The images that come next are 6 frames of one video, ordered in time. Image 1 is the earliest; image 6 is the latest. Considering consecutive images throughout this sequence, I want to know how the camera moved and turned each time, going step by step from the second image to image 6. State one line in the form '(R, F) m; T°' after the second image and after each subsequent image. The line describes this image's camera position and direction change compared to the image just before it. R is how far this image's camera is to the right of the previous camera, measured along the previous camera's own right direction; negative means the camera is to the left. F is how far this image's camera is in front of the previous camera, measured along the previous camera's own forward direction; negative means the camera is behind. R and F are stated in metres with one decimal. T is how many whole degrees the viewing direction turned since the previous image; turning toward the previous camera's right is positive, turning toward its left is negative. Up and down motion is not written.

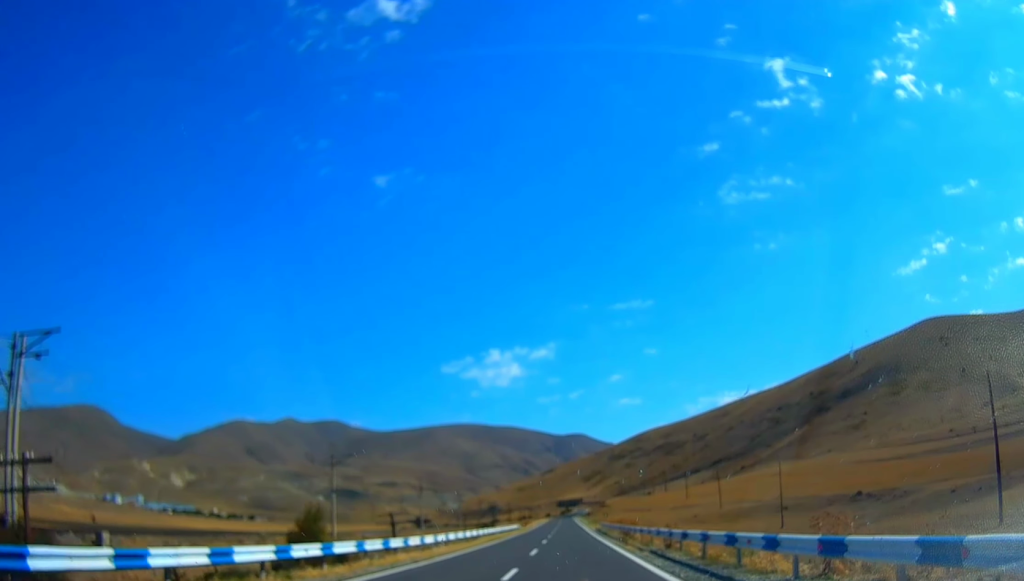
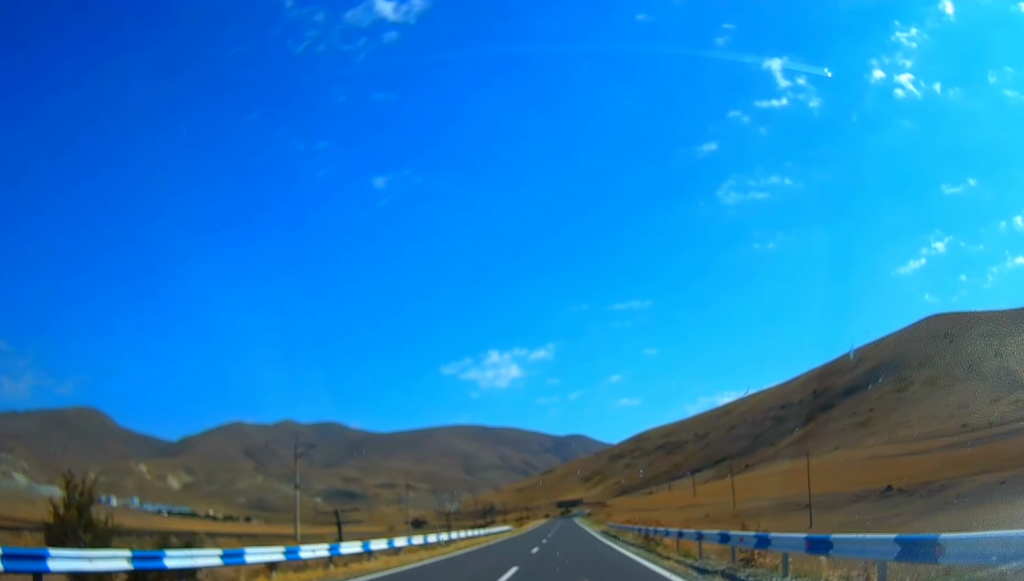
(+0.1, +12.0) m; 0°
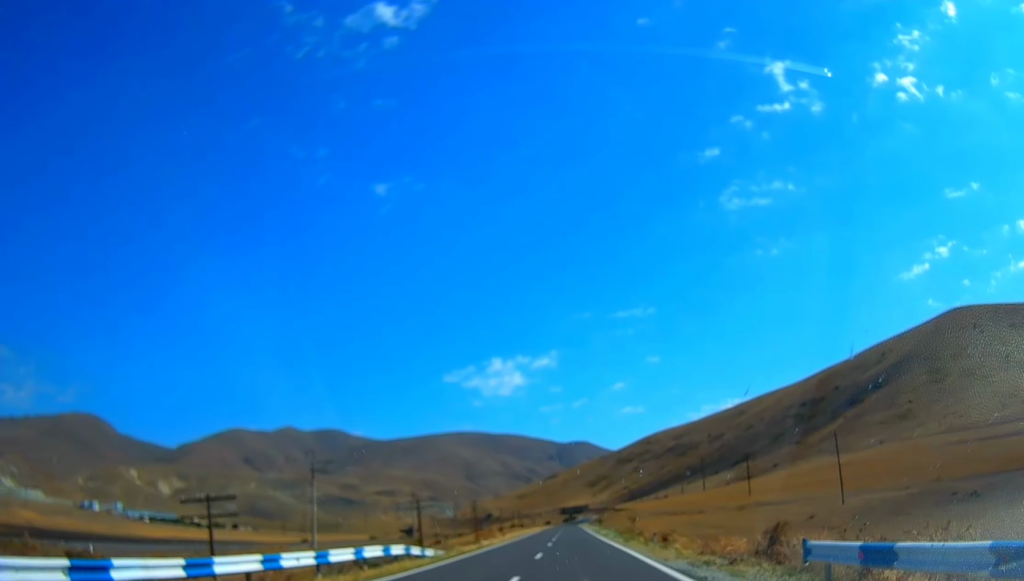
(+0.7, +49.7) m; 0°
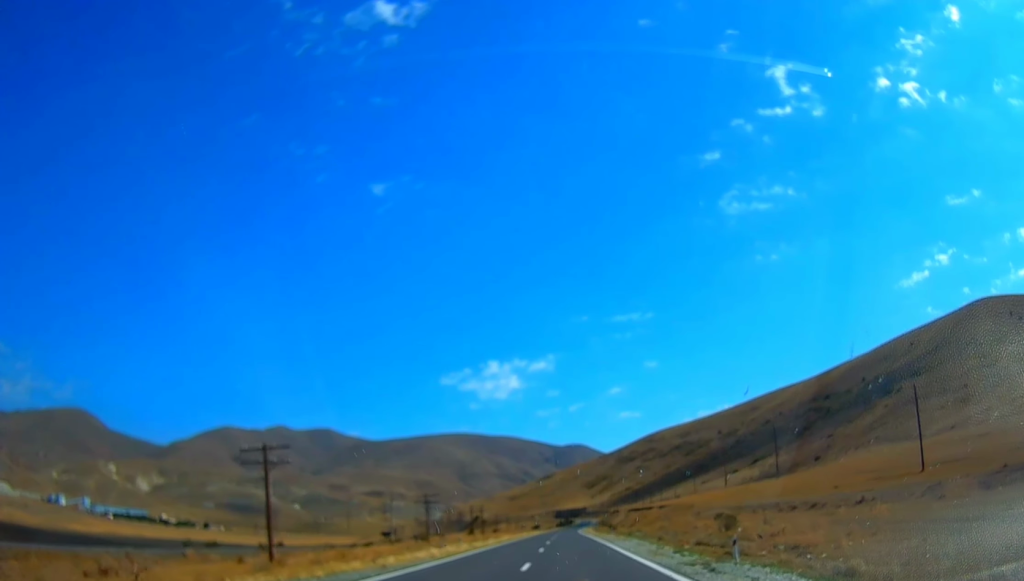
(-0.8, +65.0) m; 0°
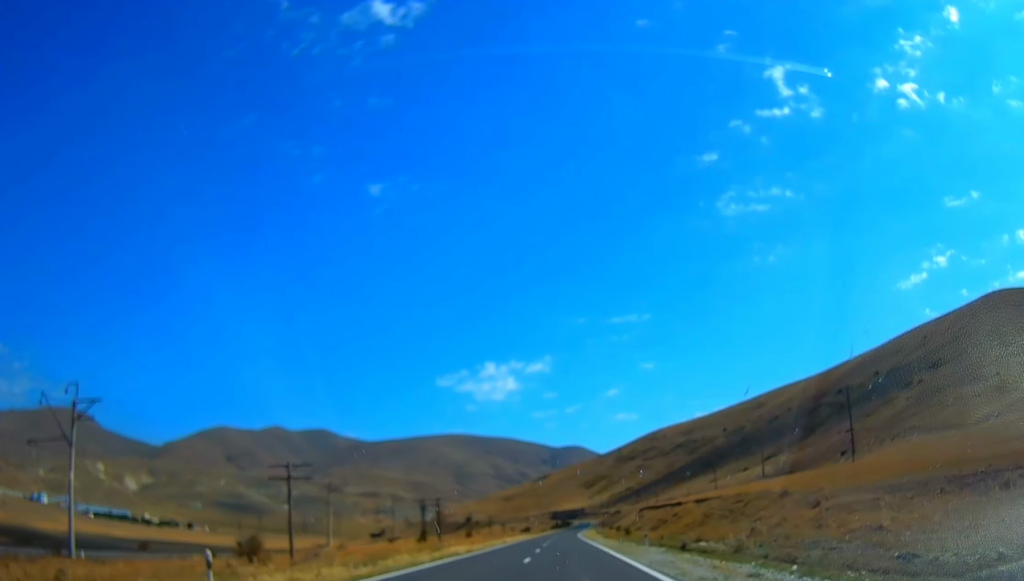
(0.0, +32.6) m; 0°
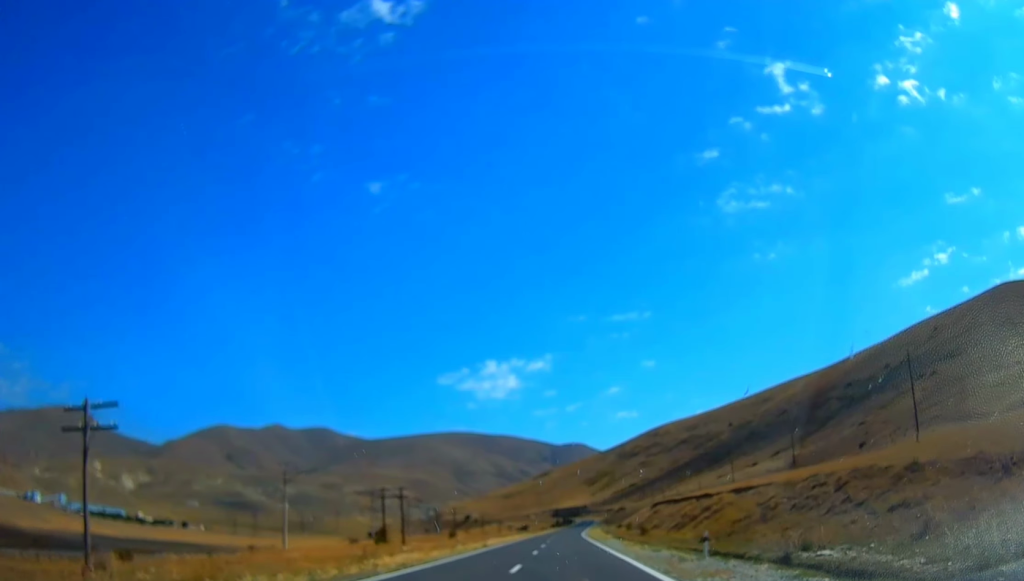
(0.0, +15.7) m; 0°
